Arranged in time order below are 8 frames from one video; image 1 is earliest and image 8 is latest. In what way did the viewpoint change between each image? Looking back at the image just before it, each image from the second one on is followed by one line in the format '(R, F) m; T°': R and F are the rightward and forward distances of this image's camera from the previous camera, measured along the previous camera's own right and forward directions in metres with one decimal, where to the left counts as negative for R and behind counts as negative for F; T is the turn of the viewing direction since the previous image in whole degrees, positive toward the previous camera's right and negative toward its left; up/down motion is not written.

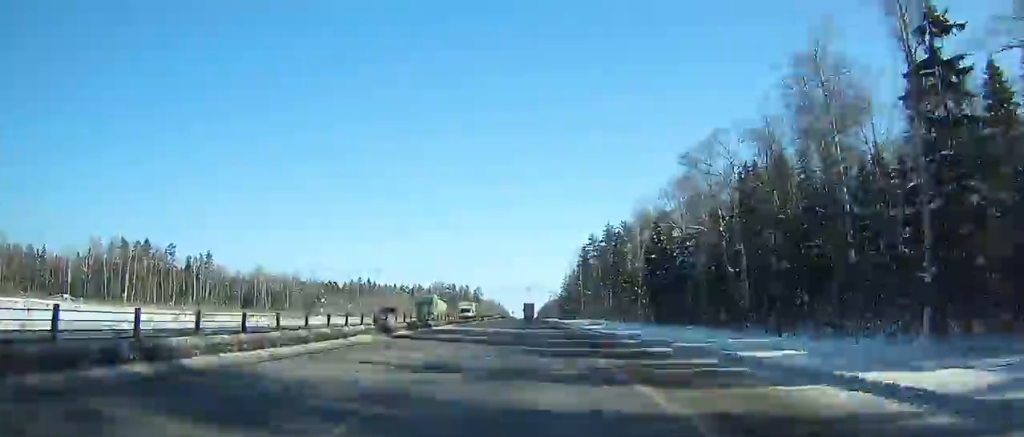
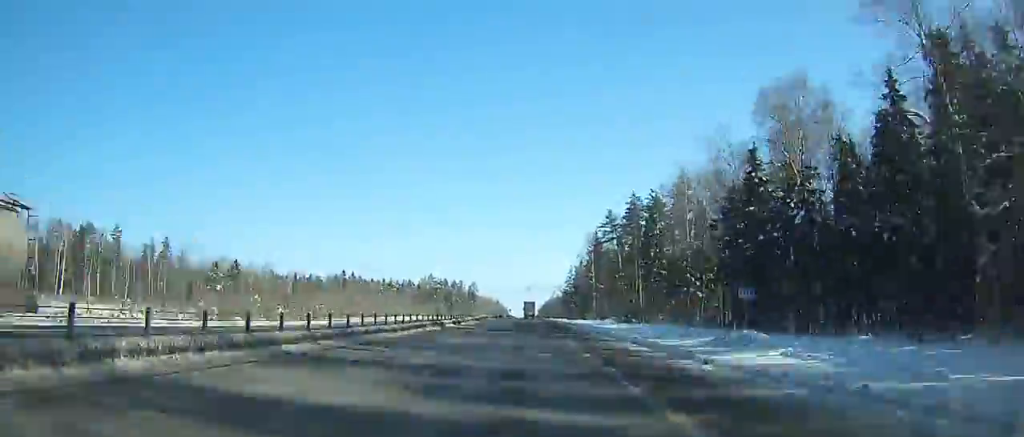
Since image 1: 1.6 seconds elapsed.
(0.0, +40.1) m; 0°
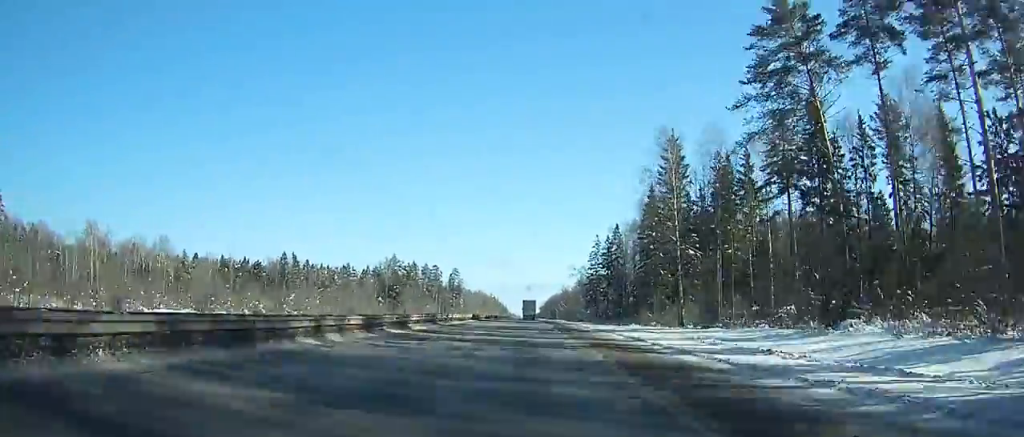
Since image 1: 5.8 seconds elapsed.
(+2.1, +106.1) m; 0°
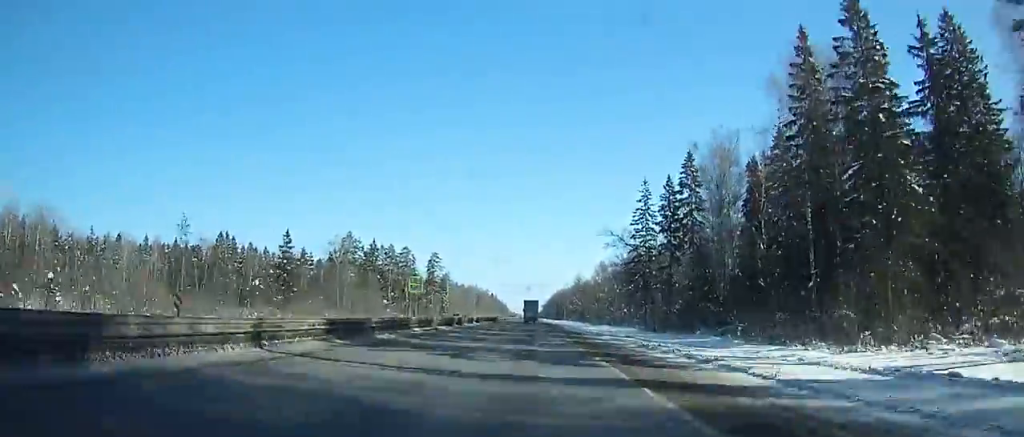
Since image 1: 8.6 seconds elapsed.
(-1.9, +72.5) m; -1°
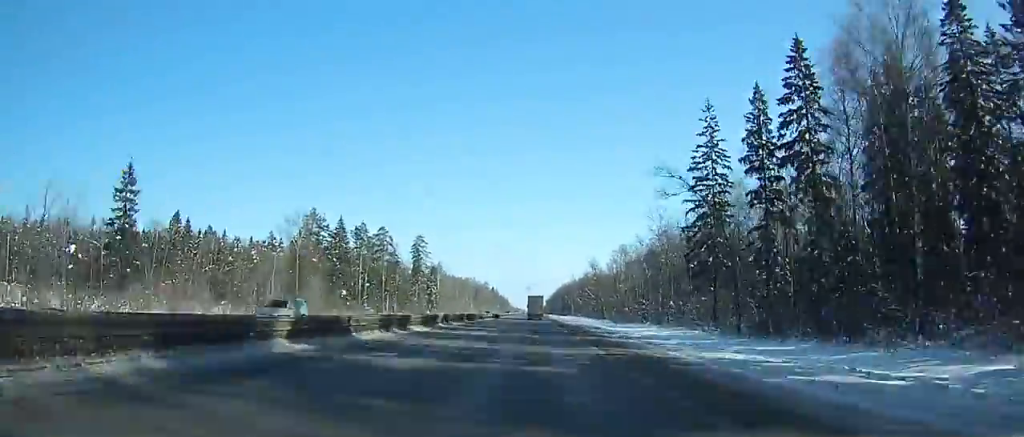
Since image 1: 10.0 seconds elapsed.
(-1.1, +36.8) m; 0°
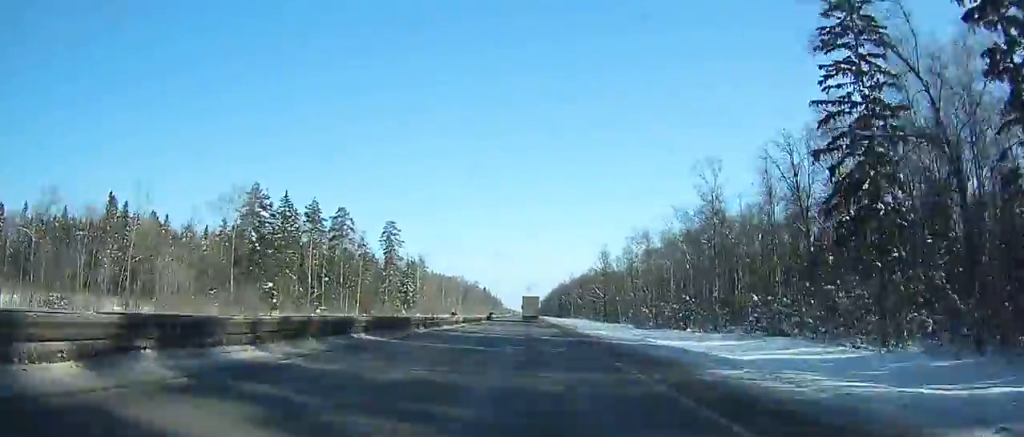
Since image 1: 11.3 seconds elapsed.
(+0.8, +34.3) m; +1°
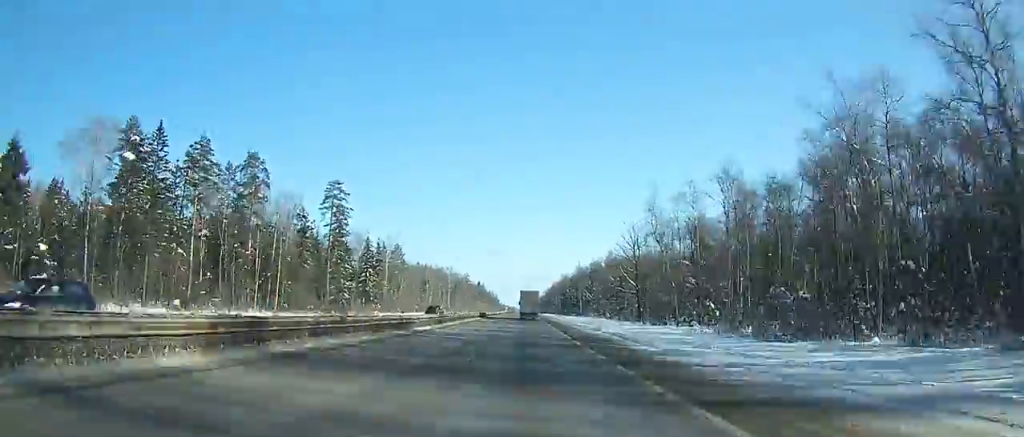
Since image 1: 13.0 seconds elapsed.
(+0.5, +44.9) m; +1°
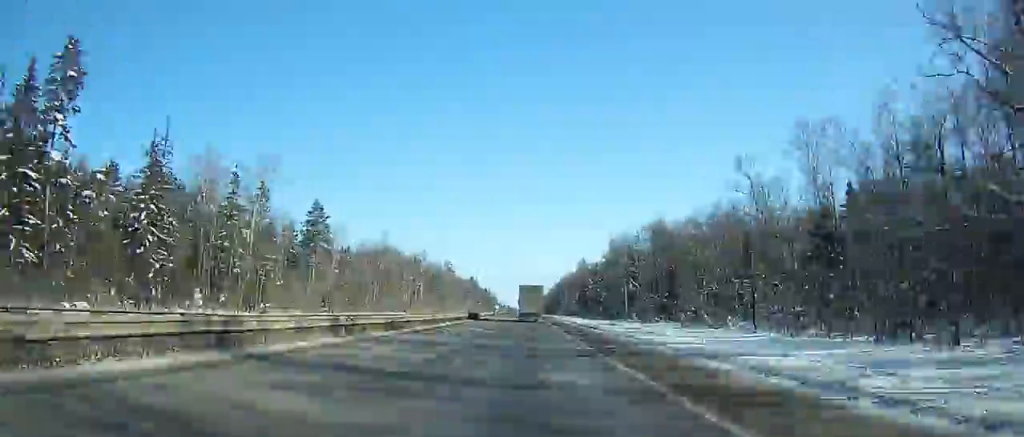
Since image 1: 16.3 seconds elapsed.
(0.0, +85.7) m; 0°
